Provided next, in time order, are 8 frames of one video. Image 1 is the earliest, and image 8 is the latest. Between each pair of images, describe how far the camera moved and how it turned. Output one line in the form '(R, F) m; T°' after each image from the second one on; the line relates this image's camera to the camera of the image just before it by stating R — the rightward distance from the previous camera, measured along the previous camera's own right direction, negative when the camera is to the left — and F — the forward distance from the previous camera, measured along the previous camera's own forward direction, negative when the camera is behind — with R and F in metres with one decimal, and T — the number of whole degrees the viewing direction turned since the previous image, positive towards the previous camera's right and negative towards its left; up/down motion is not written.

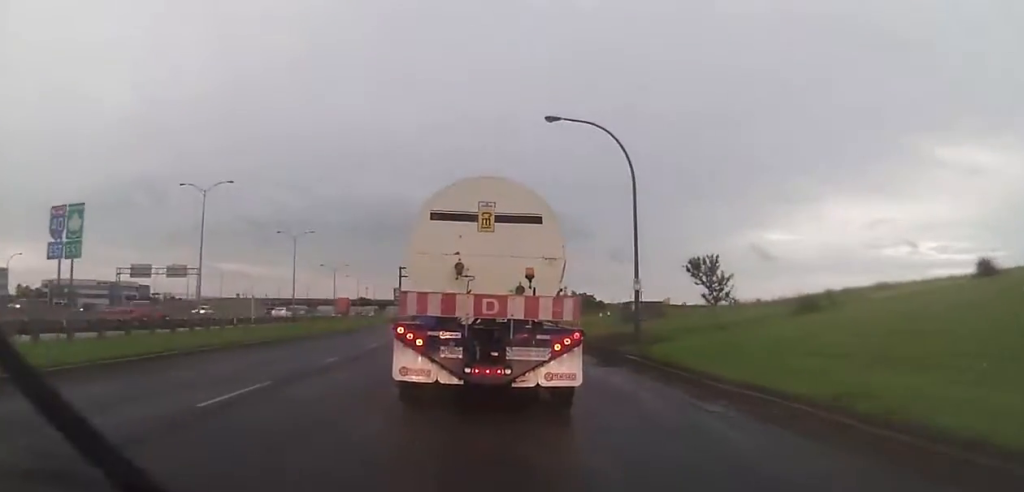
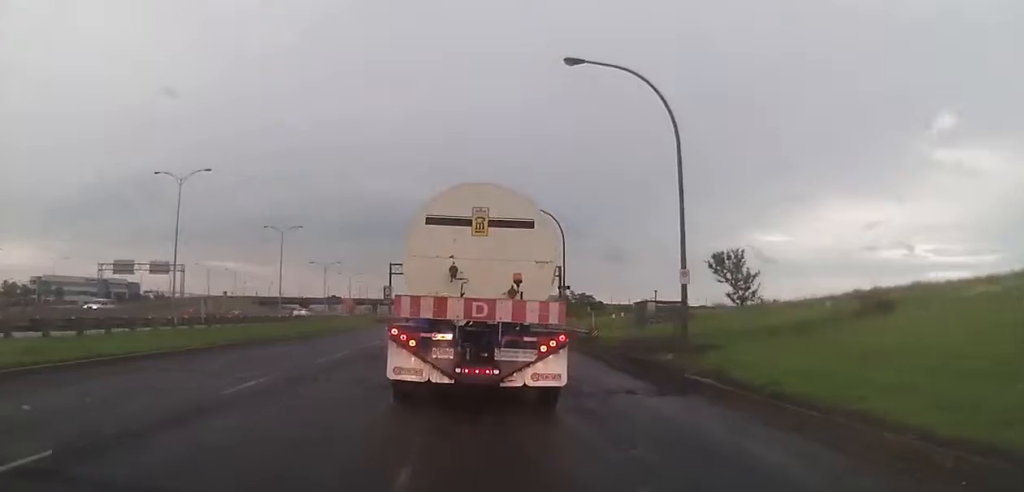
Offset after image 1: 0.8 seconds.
(+0.1, +6.5) m; +1°
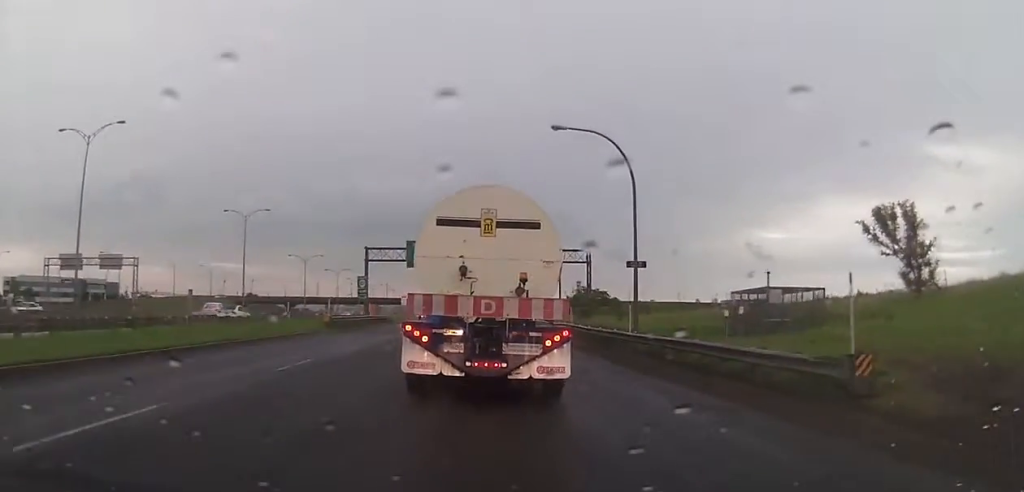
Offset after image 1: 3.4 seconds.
(-0.2, +21.8) m; -1°
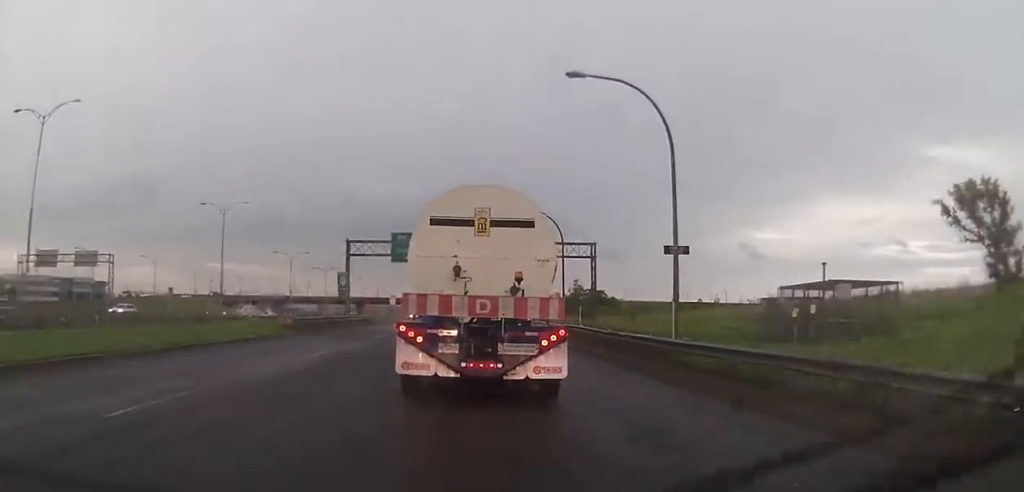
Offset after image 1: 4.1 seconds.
(0.0, +6.8) m; 0°
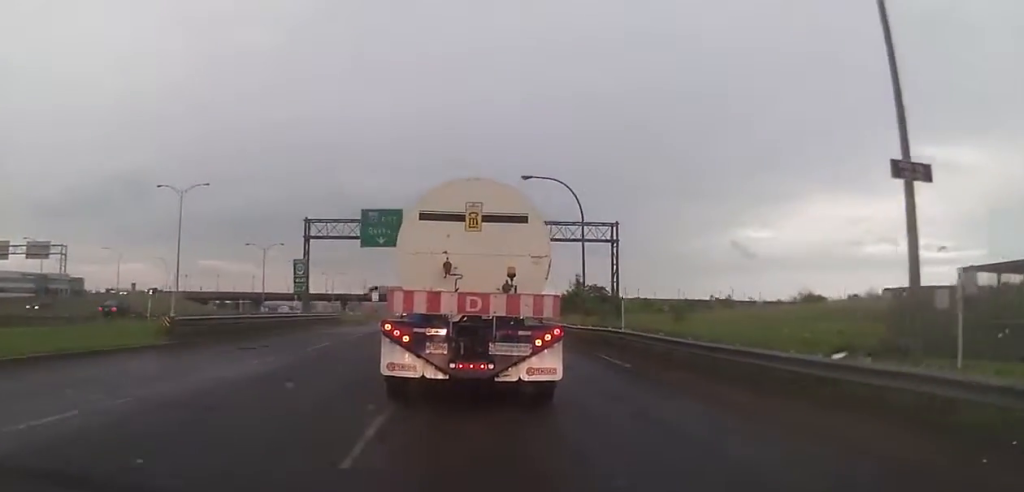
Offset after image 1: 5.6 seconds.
(+0.1, +12.9) m; +1°
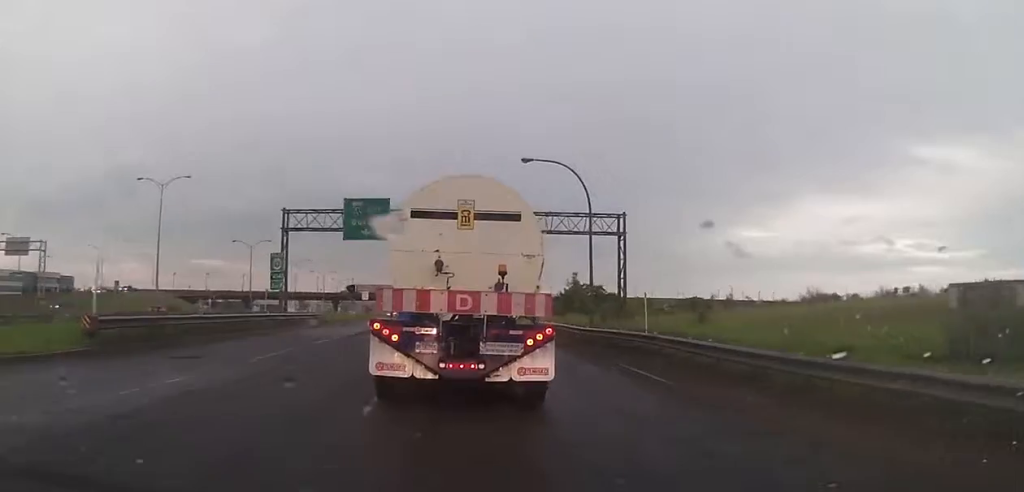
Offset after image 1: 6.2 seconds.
(0.0, +4.3) m; 0°
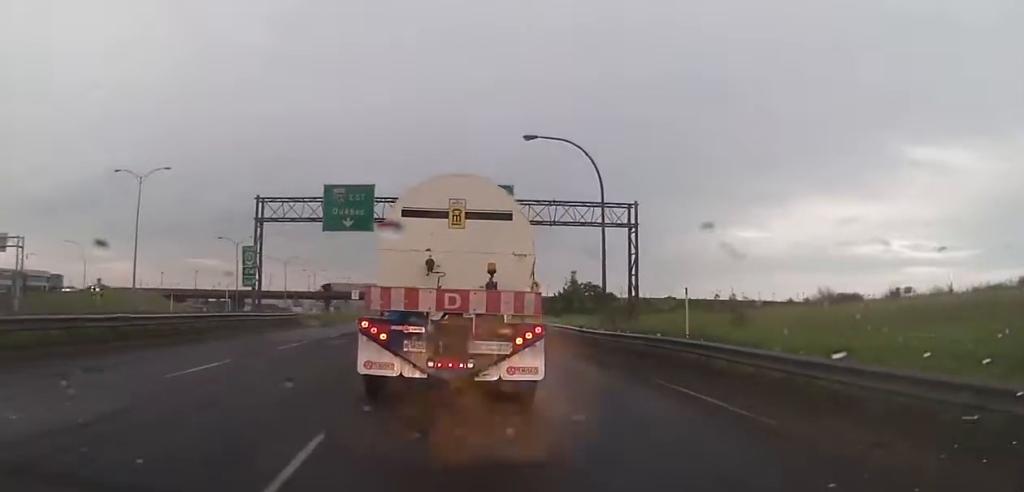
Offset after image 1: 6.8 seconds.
(0.0, +4.6) m; 0°
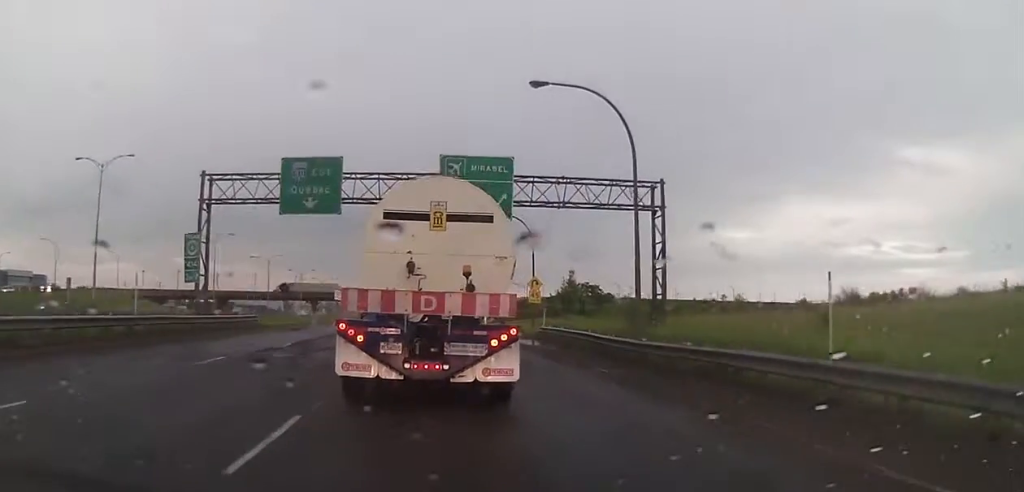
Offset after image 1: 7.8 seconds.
(0.0, +7.5) m; 0°
